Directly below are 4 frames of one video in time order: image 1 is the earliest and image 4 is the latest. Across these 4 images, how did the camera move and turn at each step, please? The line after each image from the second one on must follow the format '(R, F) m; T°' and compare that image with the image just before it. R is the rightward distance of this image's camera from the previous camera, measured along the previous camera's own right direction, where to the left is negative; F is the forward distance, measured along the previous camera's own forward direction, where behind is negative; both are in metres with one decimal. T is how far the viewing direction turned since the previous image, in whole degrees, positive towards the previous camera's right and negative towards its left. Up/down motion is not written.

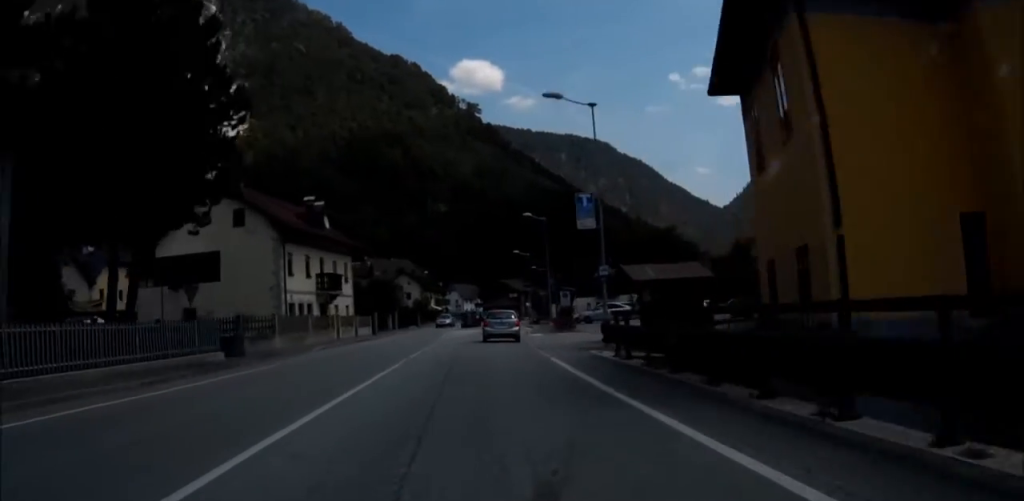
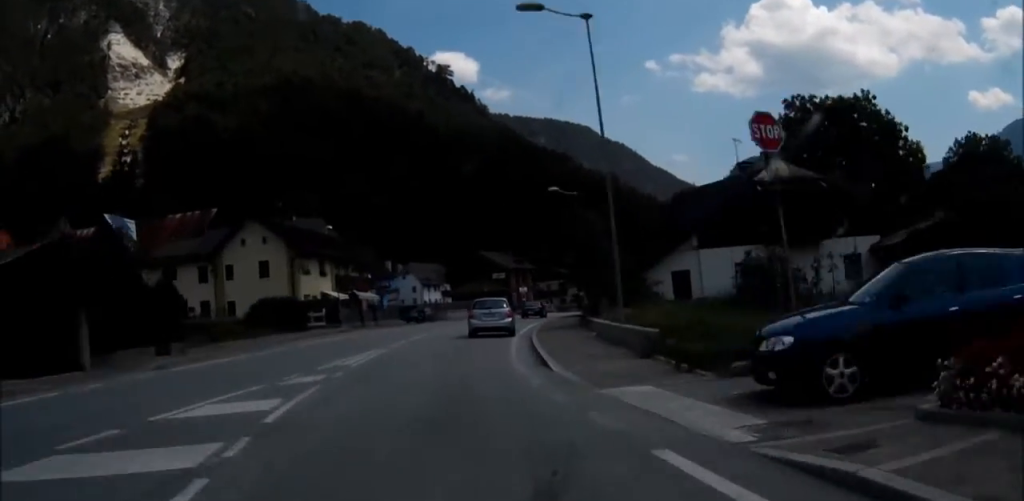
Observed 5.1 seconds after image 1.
(+5.4, +70.2) m; +4°
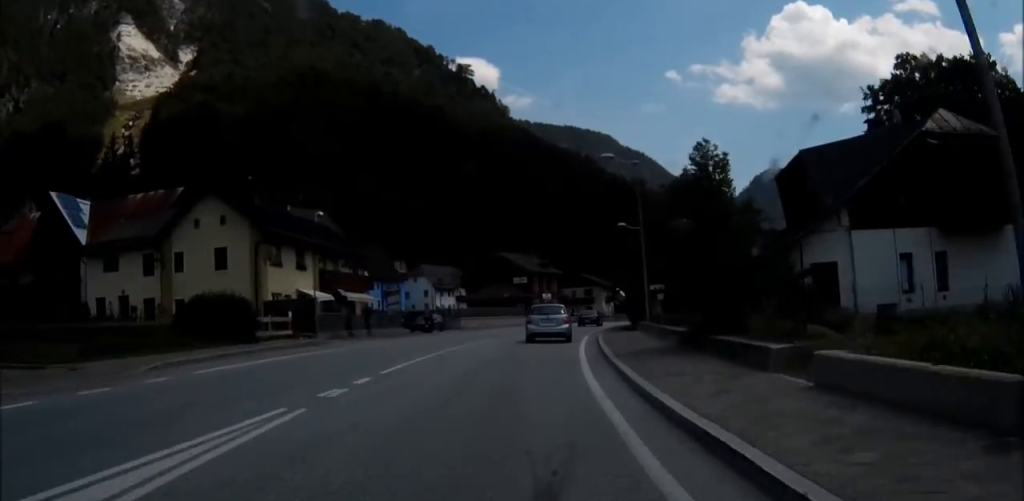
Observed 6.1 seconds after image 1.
(-0.7, +13.5) m; -1°
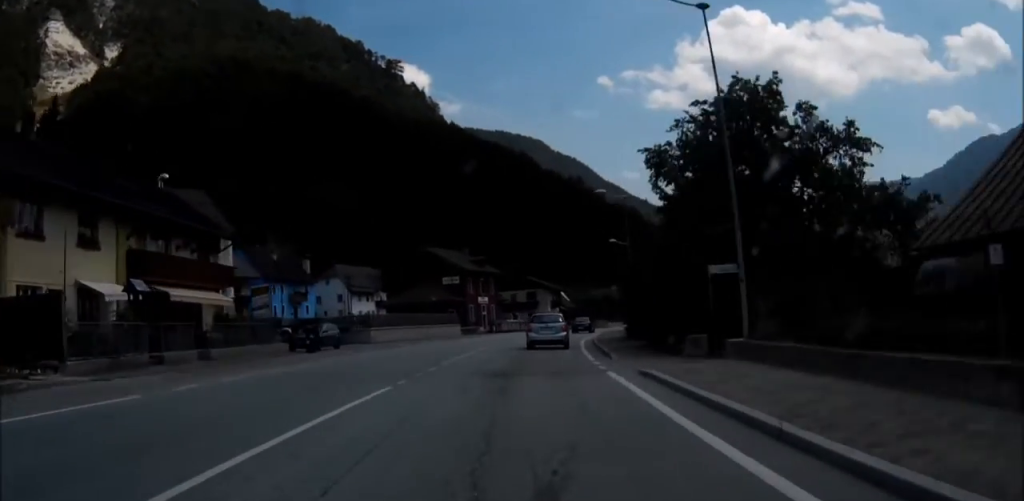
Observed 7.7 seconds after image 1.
(+0.1, +20.8) m; +2°
